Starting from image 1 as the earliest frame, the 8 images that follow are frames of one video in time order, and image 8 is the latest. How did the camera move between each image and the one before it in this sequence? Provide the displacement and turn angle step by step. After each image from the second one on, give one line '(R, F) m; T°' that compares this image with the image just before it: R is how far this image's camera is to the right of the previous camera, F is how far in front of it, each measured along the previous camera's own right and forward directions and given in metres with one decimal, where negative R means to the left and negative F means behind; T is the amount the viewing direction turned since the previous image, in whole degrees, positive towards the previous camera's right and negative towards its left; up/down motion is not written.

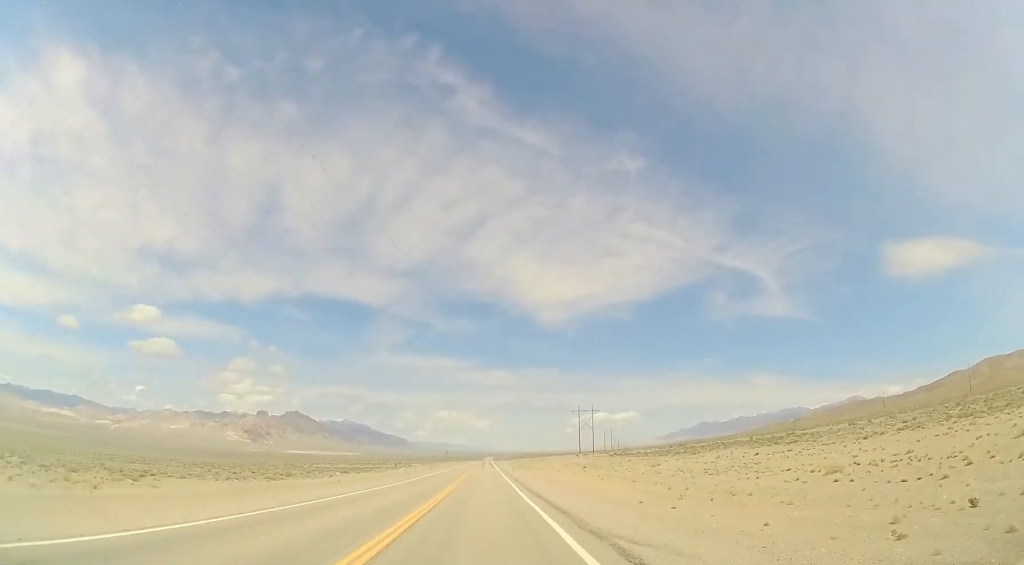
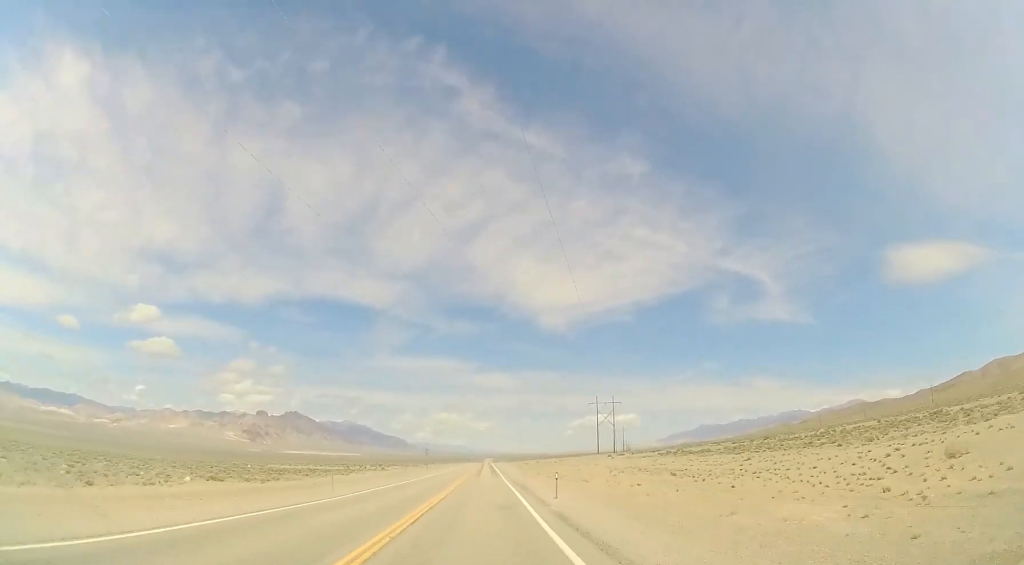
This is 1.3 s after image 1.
(+0.3, +43.2) m; 0°
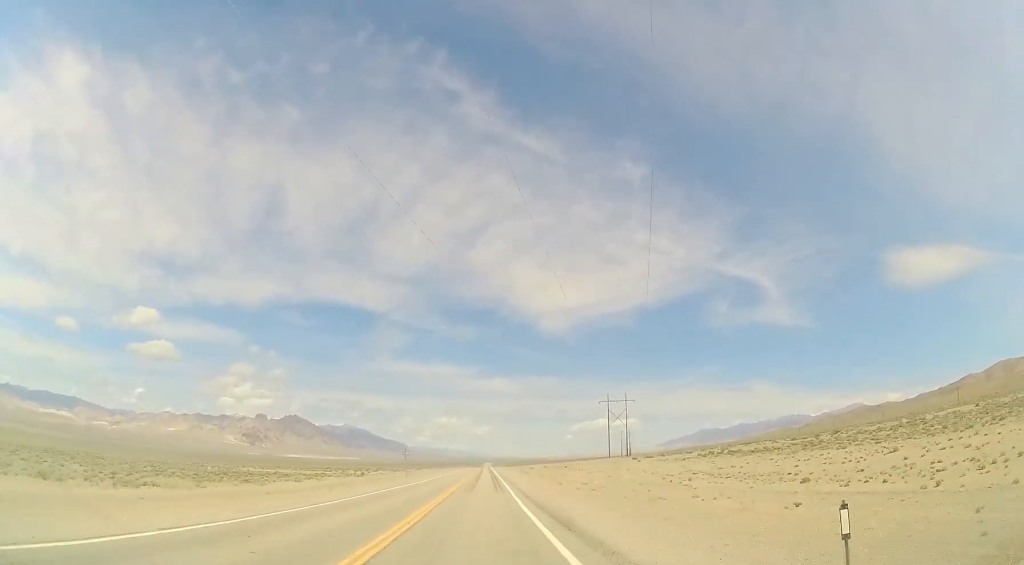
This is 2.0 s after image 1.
(-0.3, +20.6) m; 0°
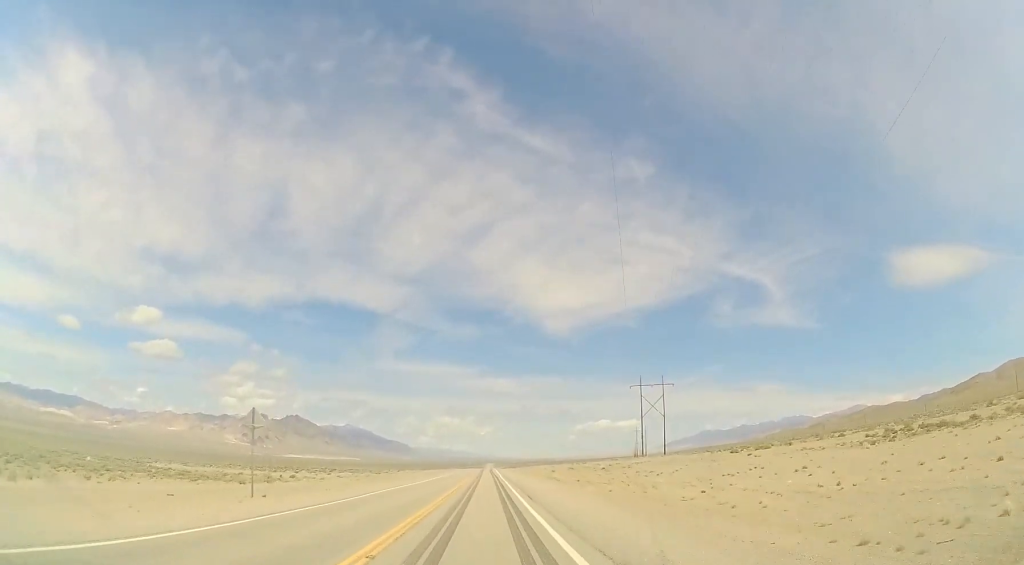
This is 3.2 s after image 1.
(+0.6, +41.1) m; 0°
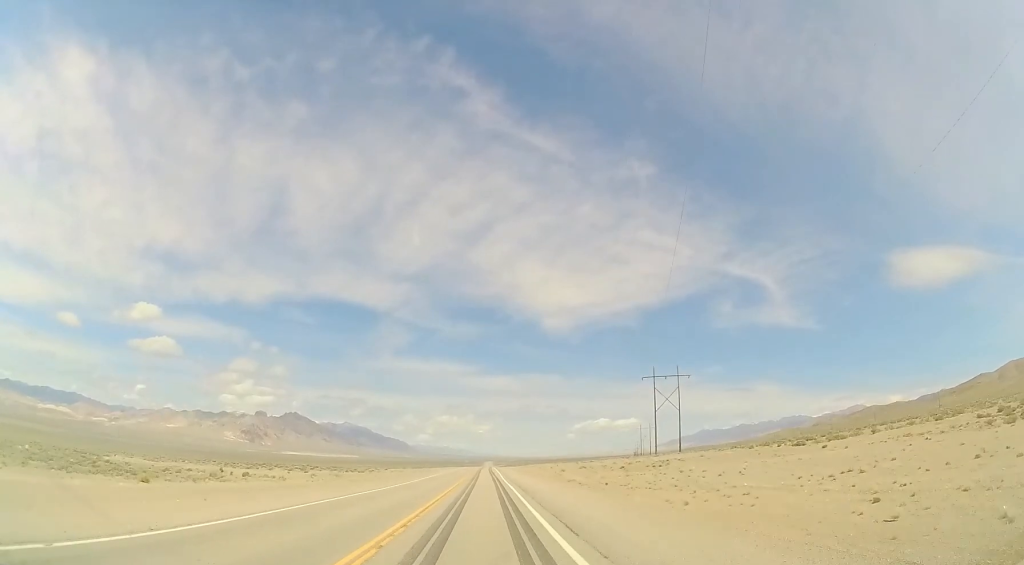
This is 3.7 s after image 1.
(0.0, +14.0) m; 0°
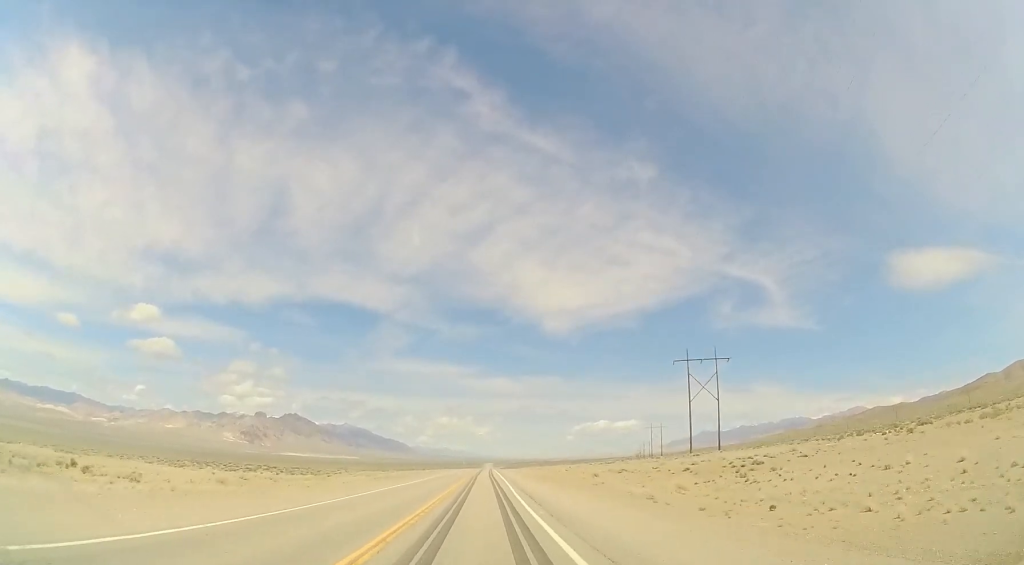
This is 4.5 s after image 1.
(-0.7, +25.7) m; -1°
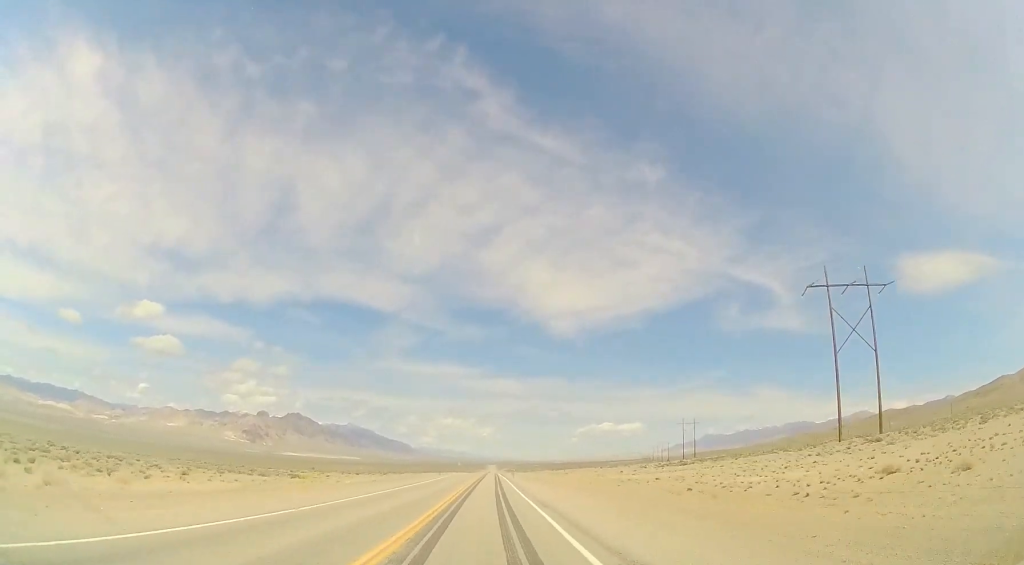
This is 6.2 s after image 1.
(+0.9, +53.8) m; +1°
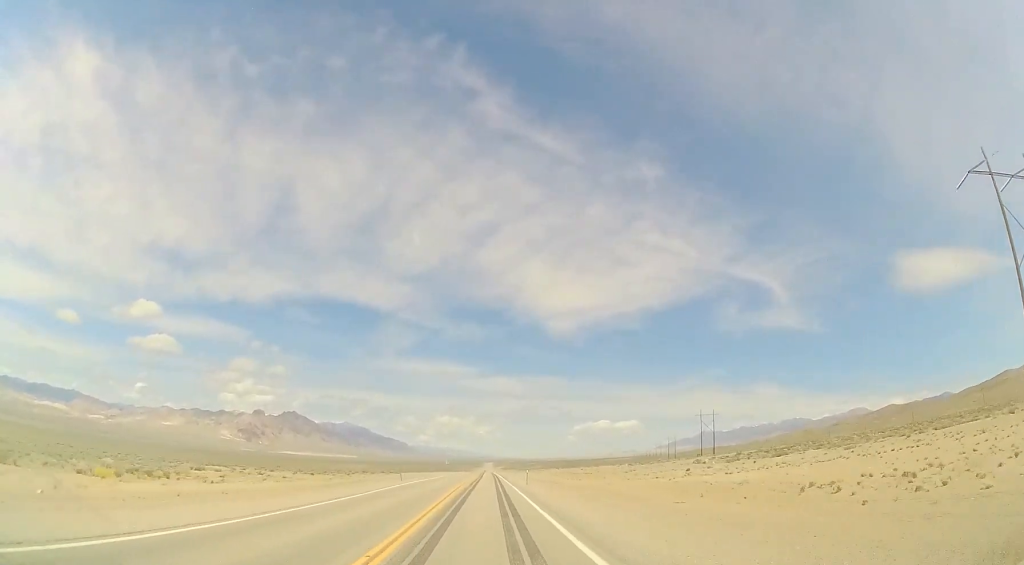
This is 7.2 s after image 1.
(0.0, +32.4) m; -1°
